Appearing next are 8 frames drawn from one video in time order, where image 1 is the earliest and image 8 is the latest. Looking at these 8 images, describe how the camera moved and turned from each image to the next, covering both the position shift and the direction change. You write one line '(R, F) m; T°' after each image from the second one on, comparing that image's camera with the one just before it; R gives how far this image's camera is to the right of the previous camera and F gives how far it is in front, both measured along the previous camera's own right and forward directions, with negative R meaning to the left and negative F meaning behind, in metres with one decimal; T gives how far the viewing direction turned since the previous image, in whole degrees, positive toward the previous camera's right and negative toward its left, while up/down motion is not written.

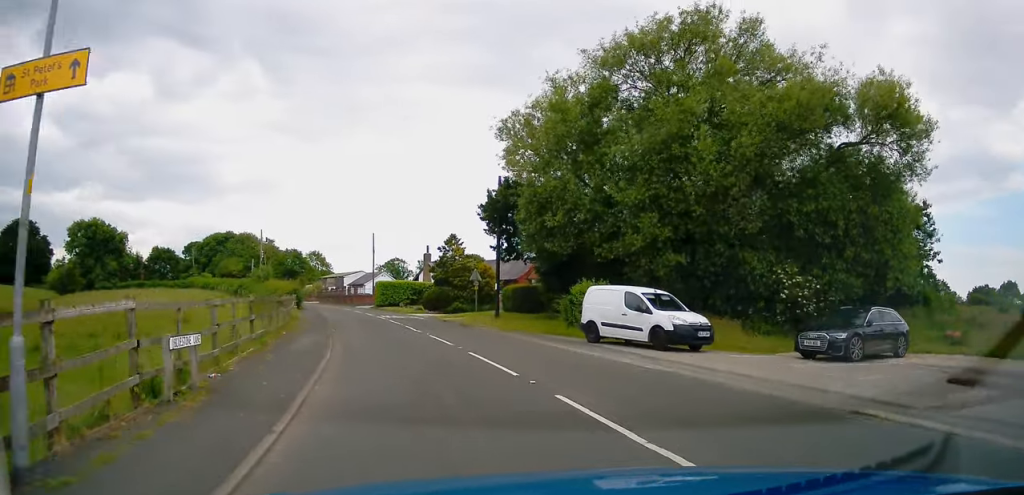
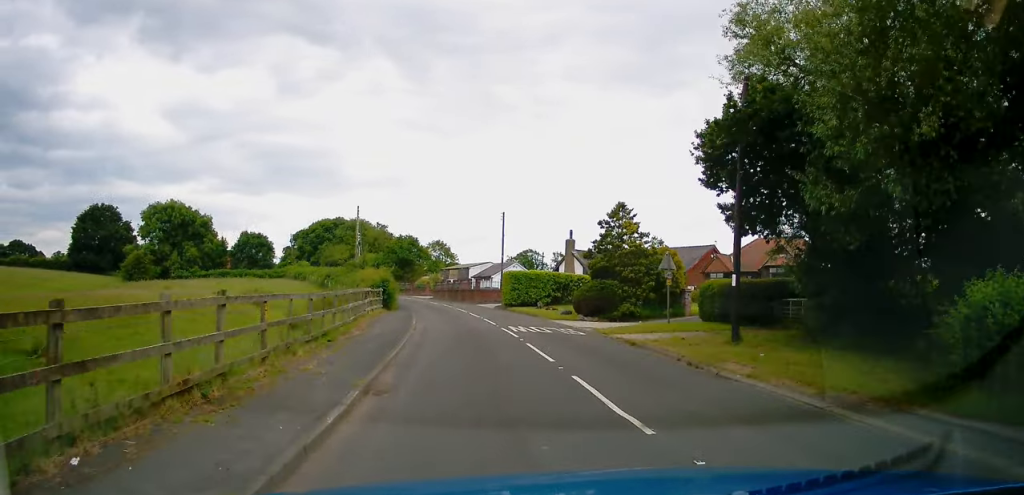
(-1.9, +14.9) m; -14°
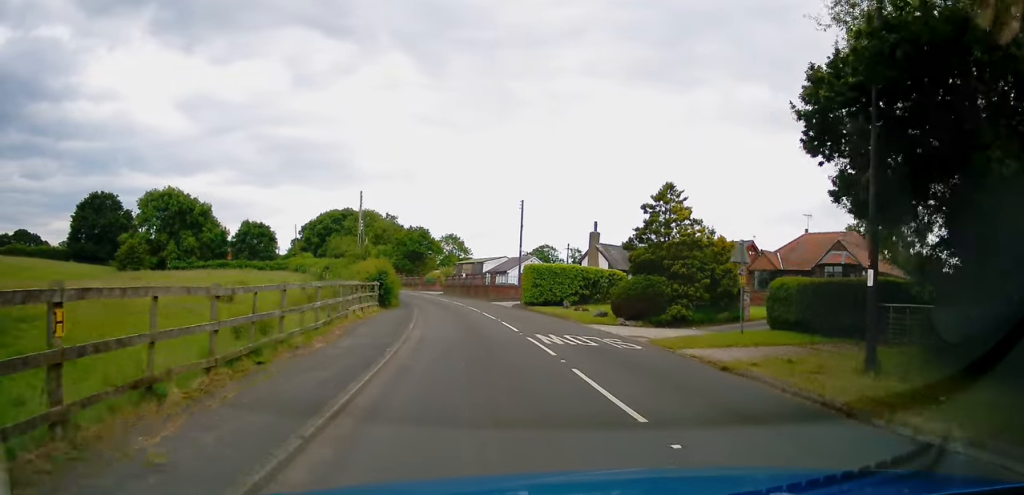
(-0.4, +5.6) m; -2°
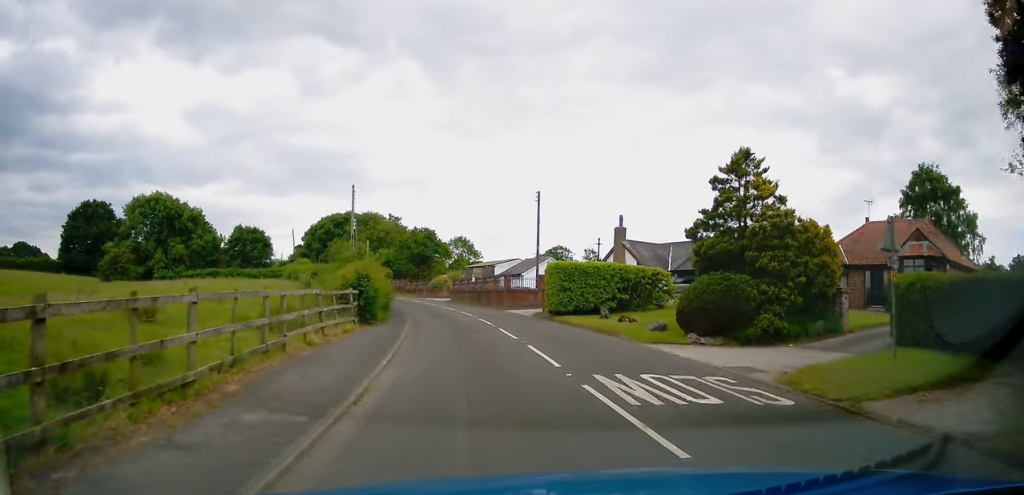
(-0.2, +6.9) m; -3°
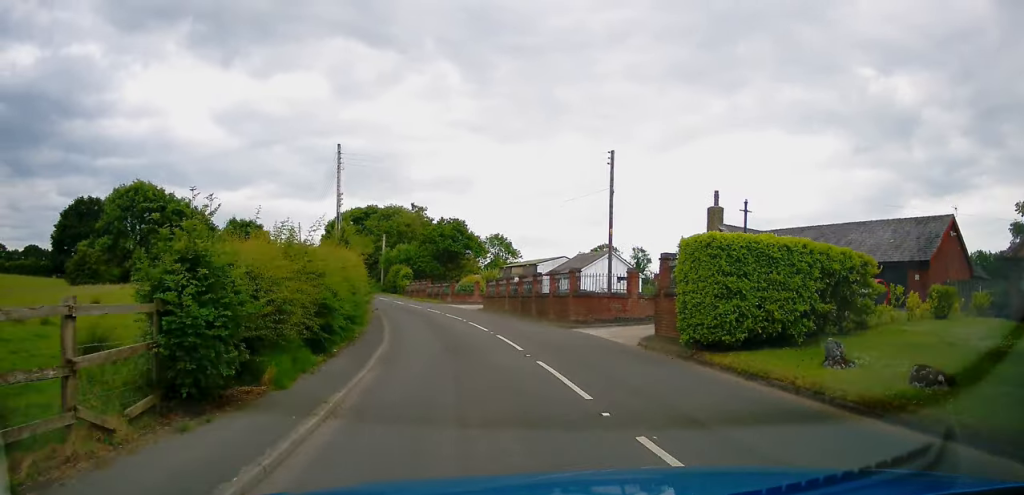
(-0.3, +14.7) m; -3°
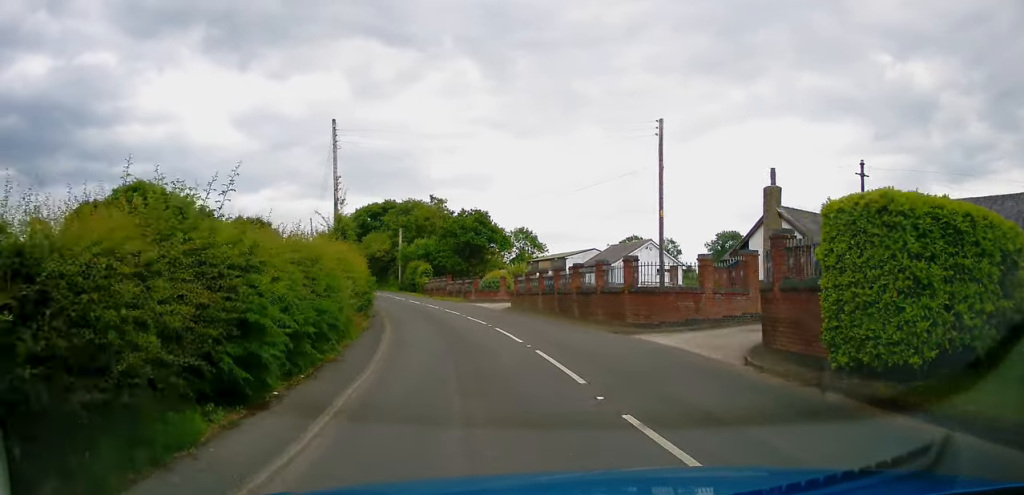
(0.0, +5.3) m; -2°
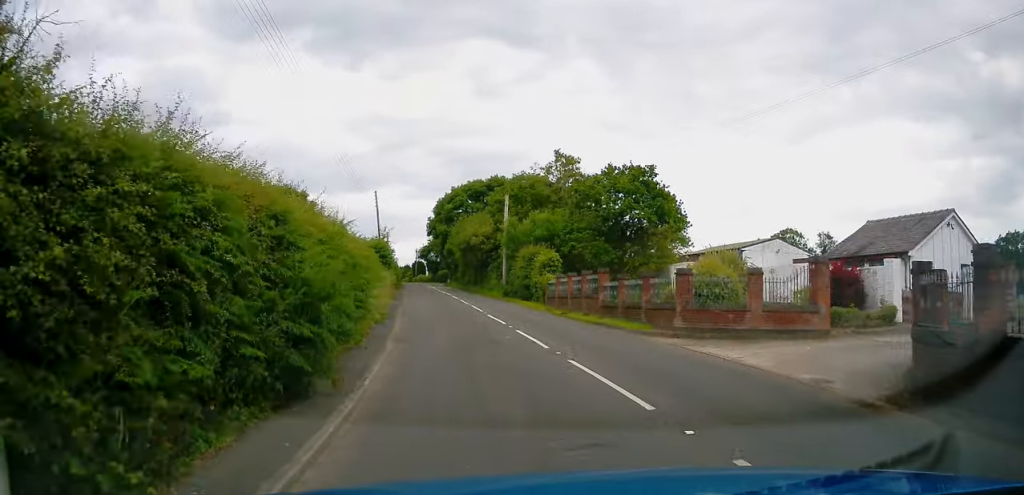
(-2.3, +24.9) m; -10°
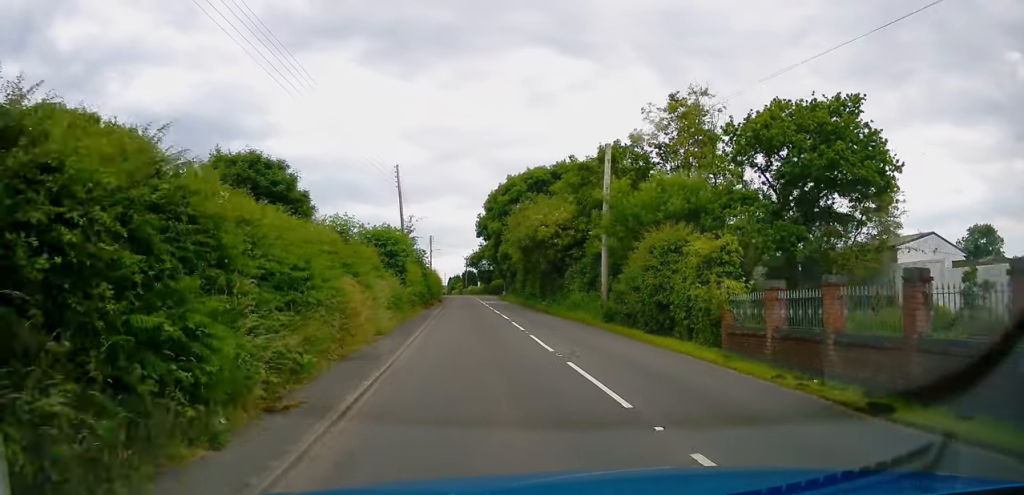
(-0.7, +16.9) m; -5°
